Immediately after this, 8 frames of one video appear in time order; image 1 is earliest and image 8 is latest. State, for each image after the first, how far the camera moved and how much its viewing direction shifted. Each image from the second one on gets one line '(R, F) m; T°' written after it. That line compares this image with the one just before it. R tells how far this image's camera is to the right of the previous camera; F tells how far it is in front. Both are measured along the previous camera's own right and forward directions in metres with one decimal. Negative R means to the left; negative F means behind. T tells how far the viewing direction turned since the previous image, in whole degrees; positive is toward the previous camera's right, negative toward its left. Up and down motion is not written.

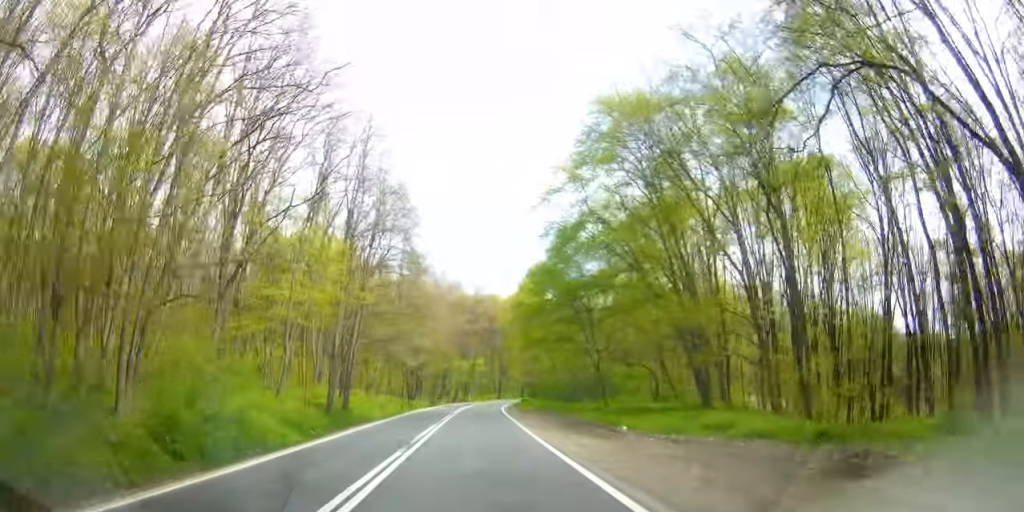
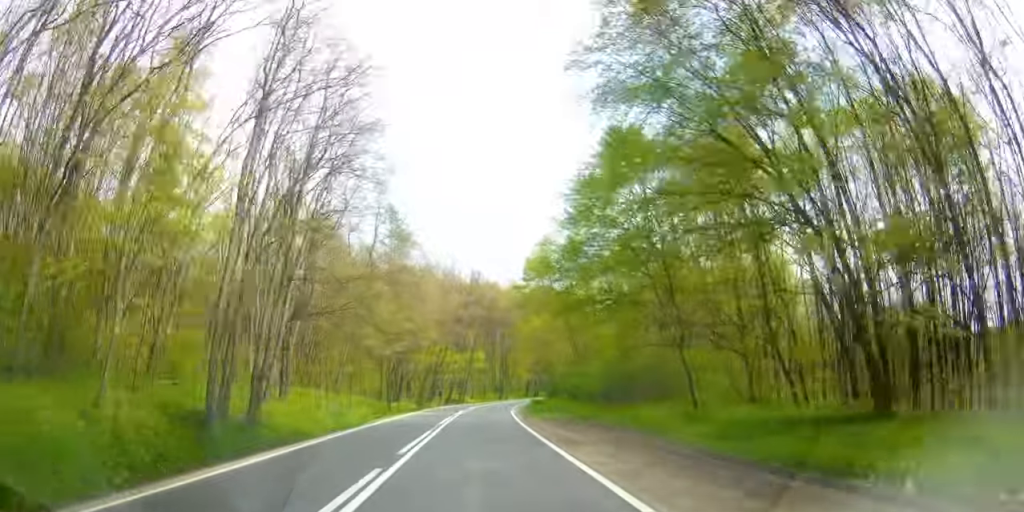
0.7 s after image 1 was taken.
(0.0, +16.5) m; 0°
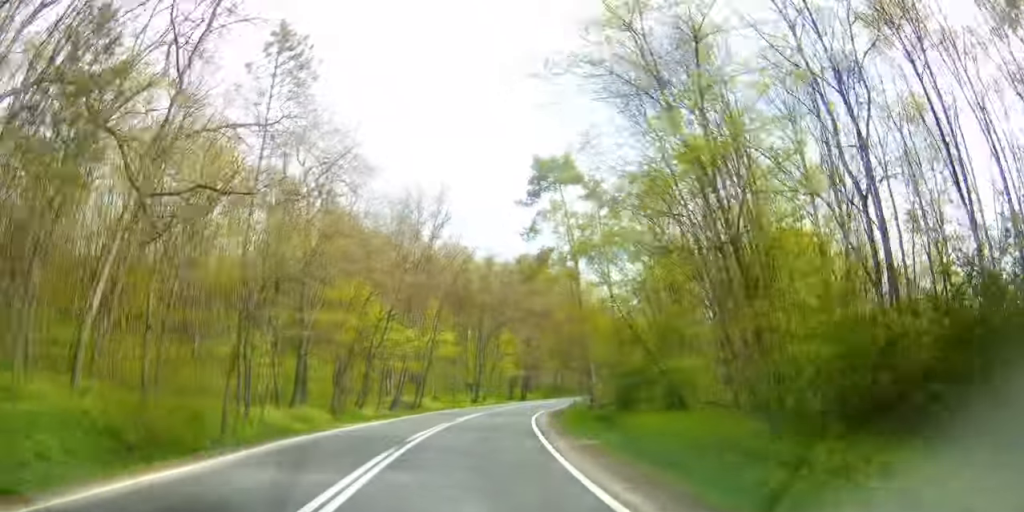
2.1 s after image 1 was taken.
(0.0, +31.9) m; 0°
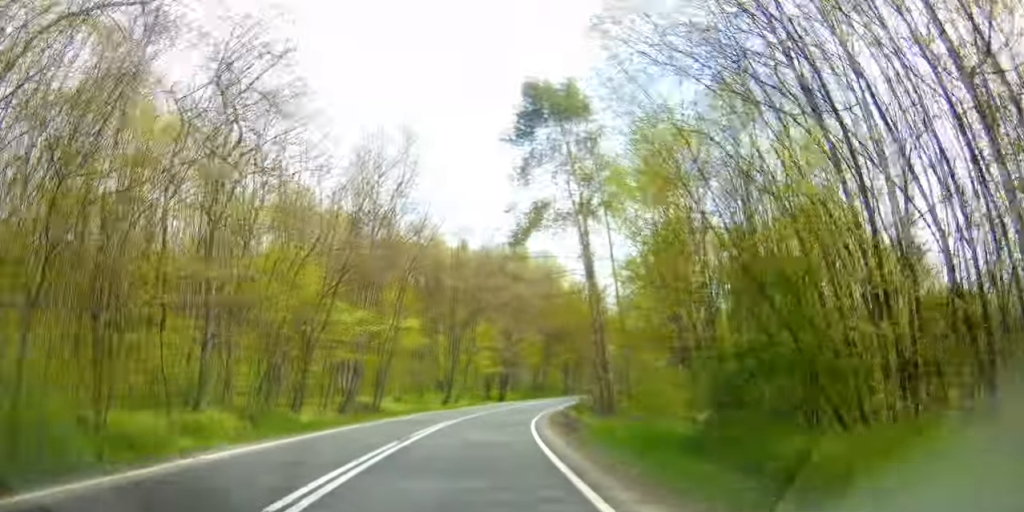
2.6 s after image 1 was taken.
(0.0, +10.8) m; 0°
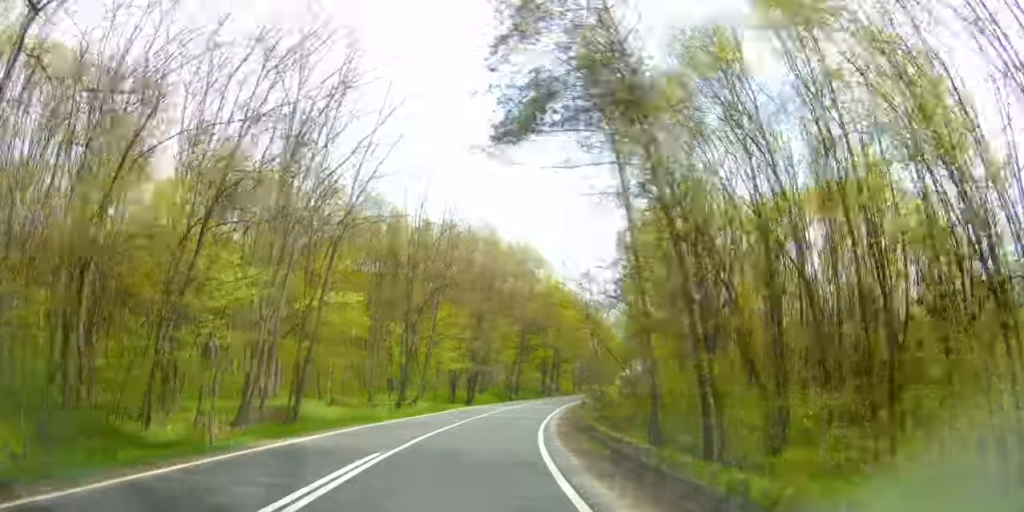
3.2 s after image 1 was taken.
(0.0, +13.3) m; +1°
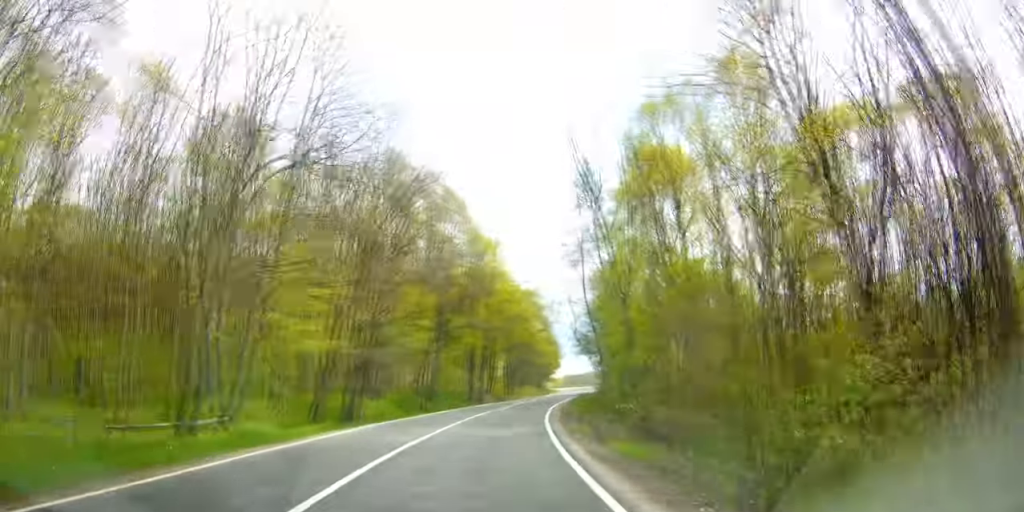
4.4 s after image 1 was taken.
(+0.7, +26.0) m; +2°
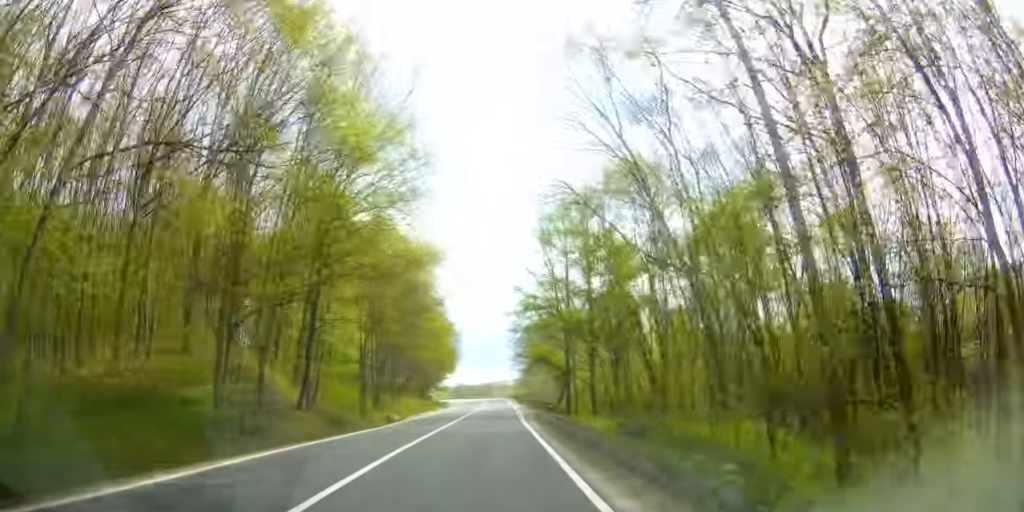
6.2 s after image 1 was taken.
(+3.0, +40.5) m; +11°
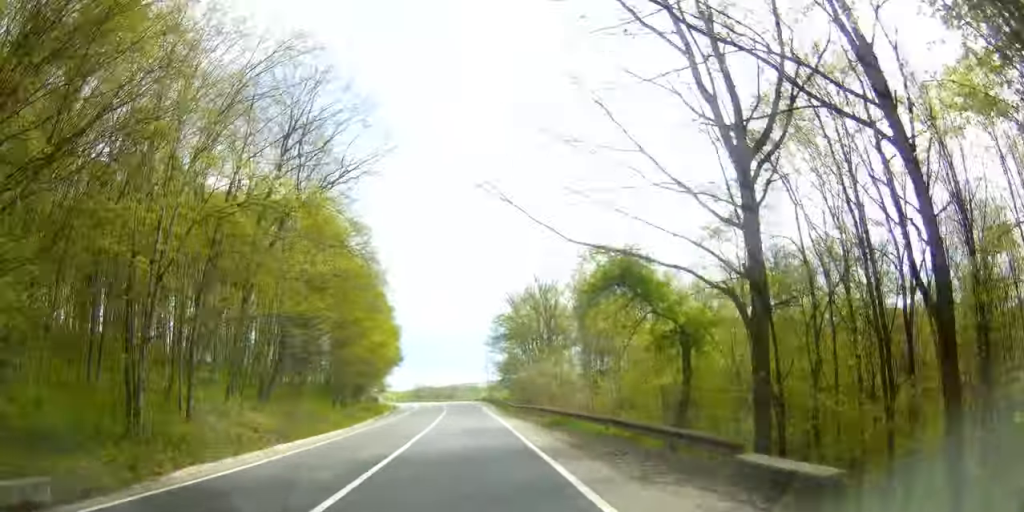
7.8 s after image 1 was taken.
(+4.3, +38.3) m; +12°
